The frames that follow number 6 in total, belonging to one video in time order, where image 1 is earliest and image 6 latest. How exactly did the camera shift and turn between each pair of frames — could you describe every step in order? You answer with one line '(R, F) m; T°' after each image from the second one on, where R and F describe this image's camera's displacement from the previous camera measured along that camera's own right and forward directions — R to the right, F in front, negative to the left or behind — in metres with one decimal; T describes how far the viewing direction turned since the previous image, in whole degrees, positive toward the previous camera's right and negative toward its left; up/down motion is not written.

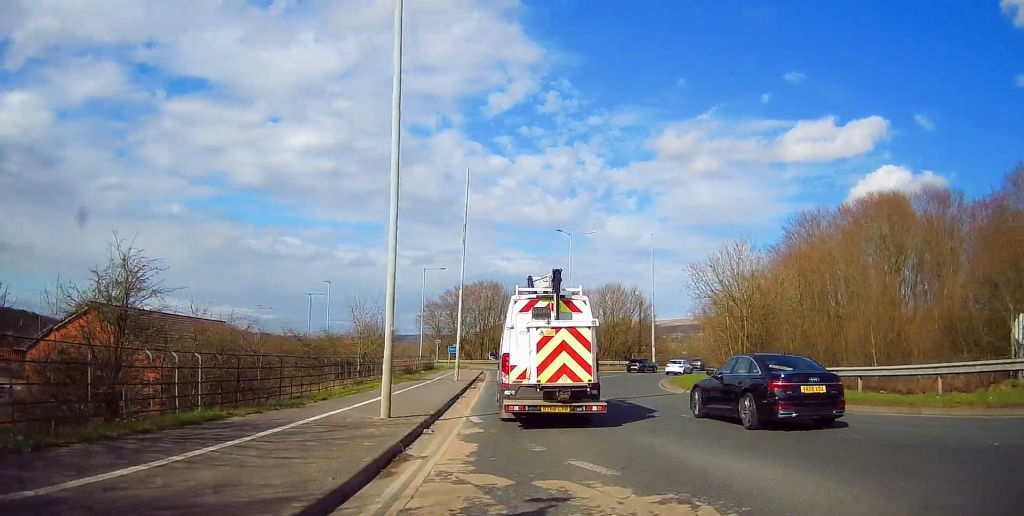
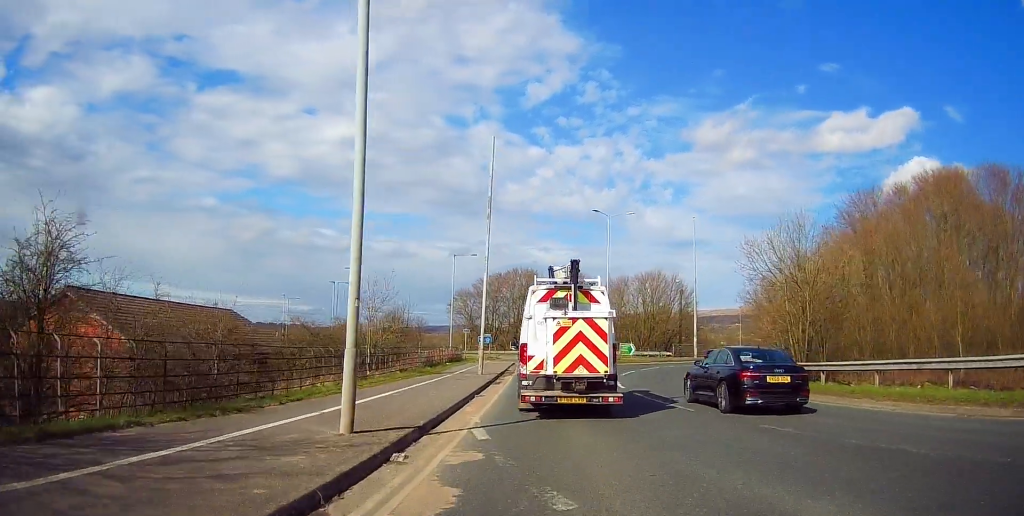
(-0.1, +4.8) m; -1°
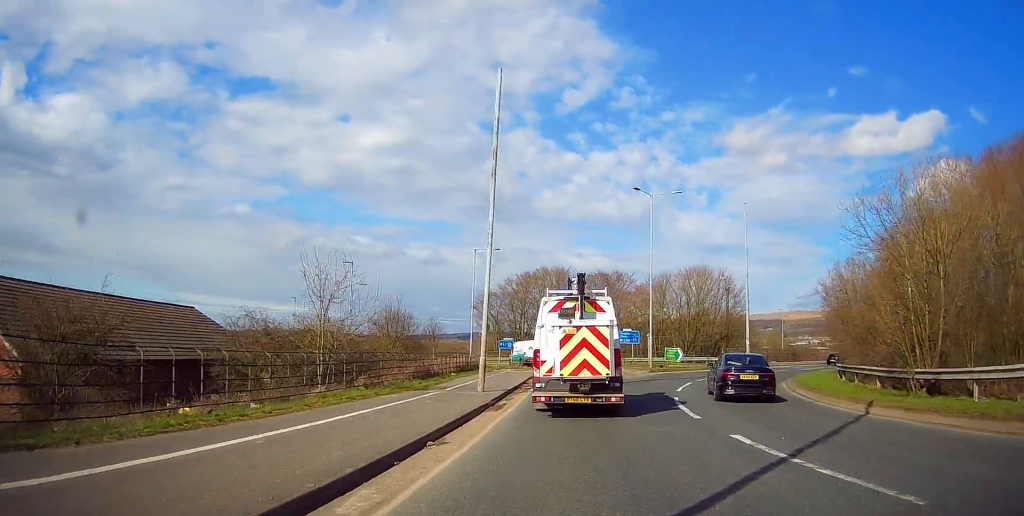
(0.0, +10.8) m; +2°
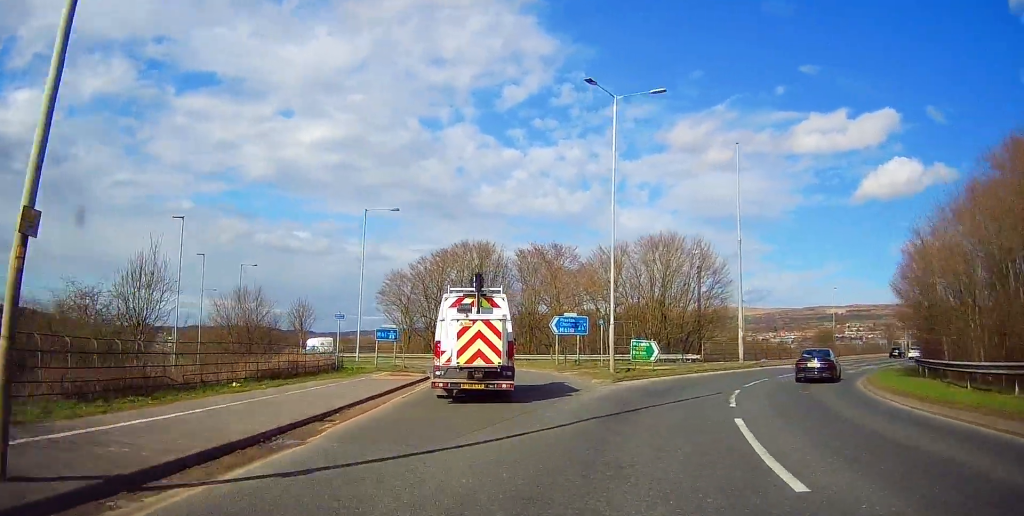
(+1.2, +19.2) m; +9°
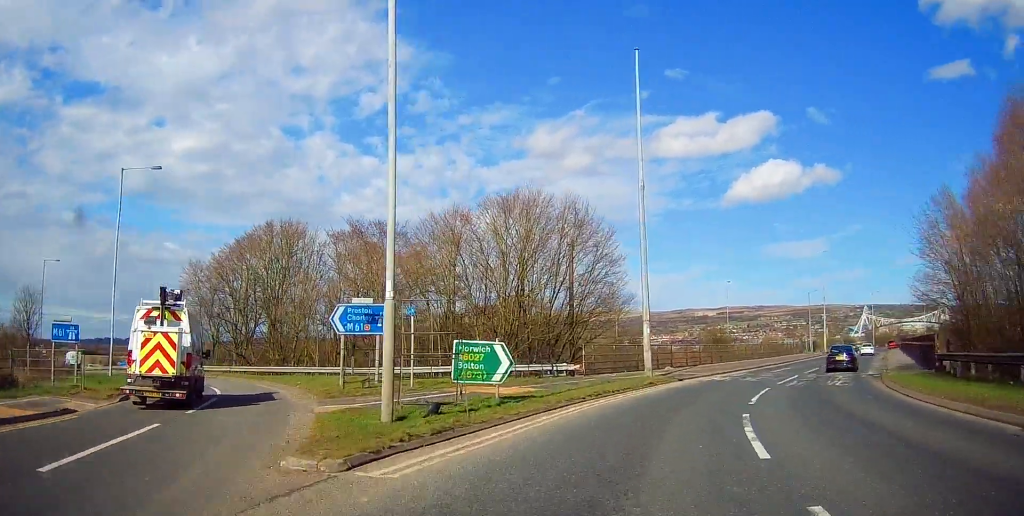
(+1.6, +16.7) m; +13°
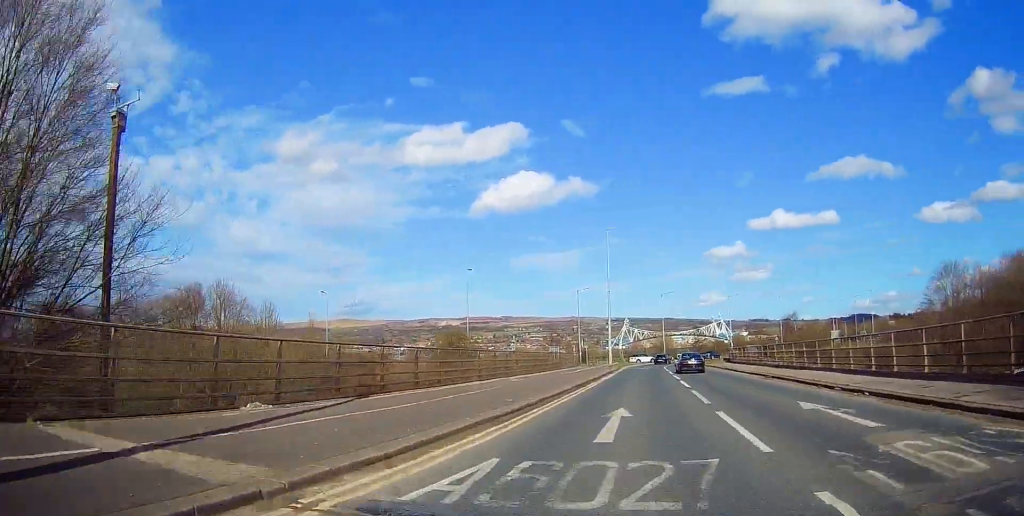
(+5.2, +28.2) m; +15°
